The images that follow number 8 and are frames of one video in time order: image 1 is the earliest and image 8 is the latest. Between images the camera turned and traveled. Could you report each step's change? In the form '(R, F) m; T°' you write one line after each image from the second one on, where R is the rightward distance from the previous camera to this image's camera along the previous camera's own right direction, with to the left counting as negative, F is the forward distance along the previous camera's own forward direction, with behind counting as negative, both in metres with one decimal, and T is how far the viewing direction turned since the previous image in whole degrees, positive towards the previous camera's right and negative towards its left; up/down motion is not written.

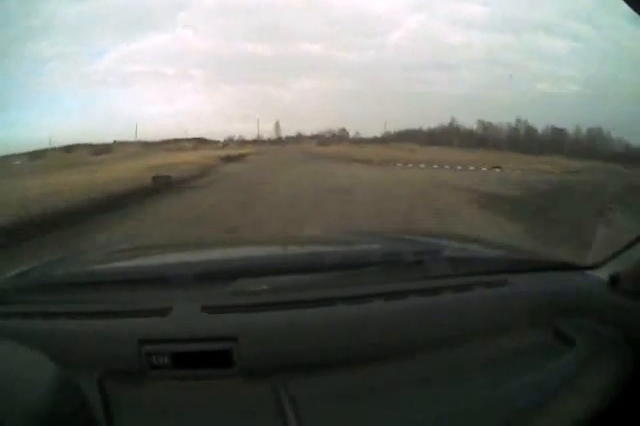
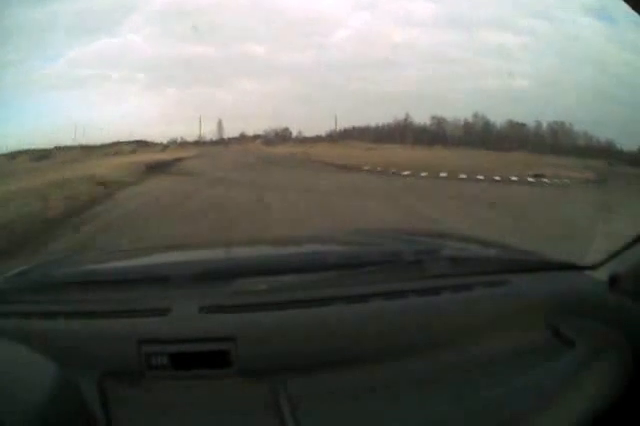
(+0.7, +9.3) m; +6°
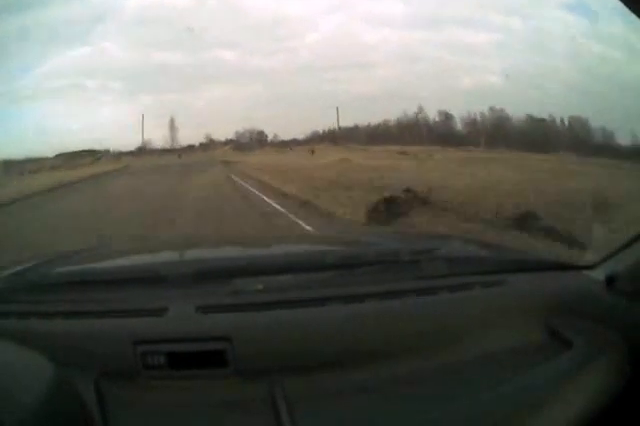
(-0.4, +32.9) m; -5°
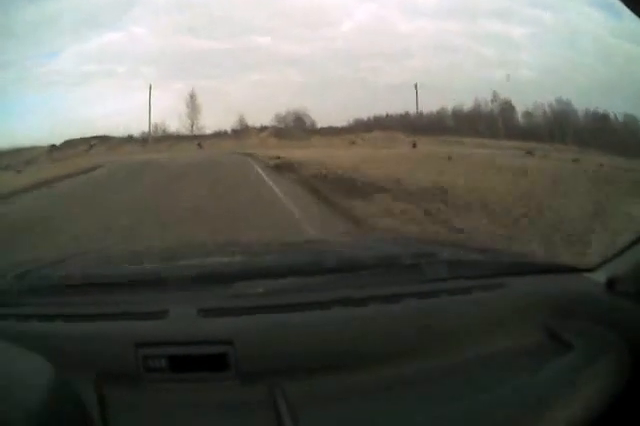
(-1.0, +19.0) m; -13°
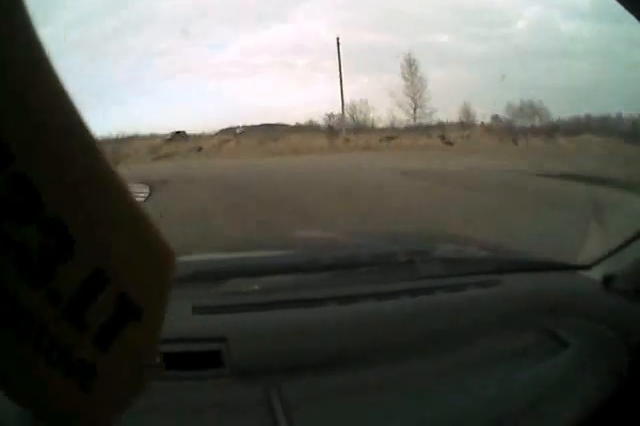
(-5.3, +23.2) m; -35°
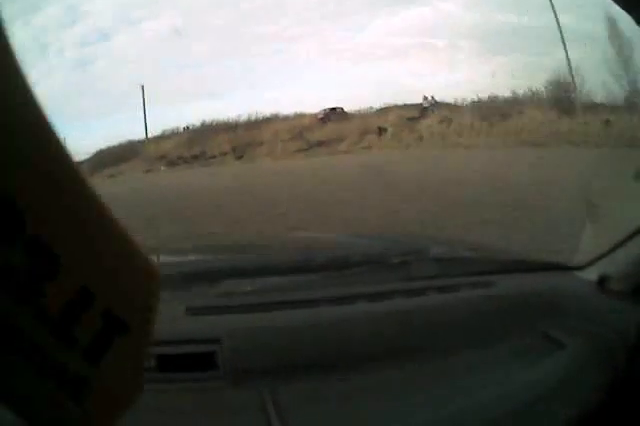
(-3.3, +11.0) m; -18°
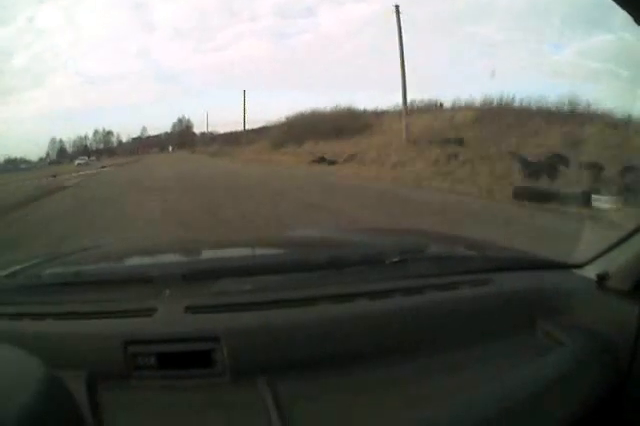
(-7.1, +24.4) m; -22°
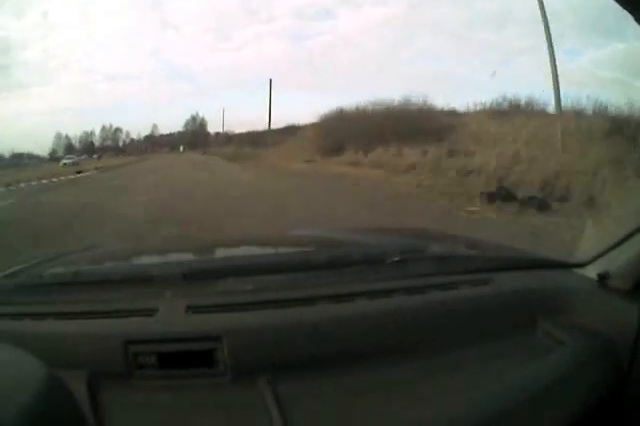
(0.0, +10.8) m; -1°
